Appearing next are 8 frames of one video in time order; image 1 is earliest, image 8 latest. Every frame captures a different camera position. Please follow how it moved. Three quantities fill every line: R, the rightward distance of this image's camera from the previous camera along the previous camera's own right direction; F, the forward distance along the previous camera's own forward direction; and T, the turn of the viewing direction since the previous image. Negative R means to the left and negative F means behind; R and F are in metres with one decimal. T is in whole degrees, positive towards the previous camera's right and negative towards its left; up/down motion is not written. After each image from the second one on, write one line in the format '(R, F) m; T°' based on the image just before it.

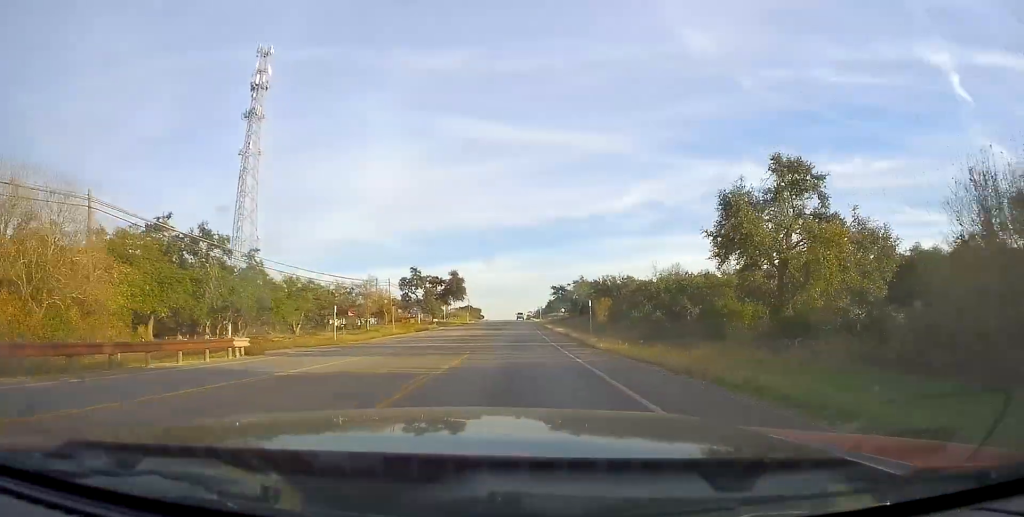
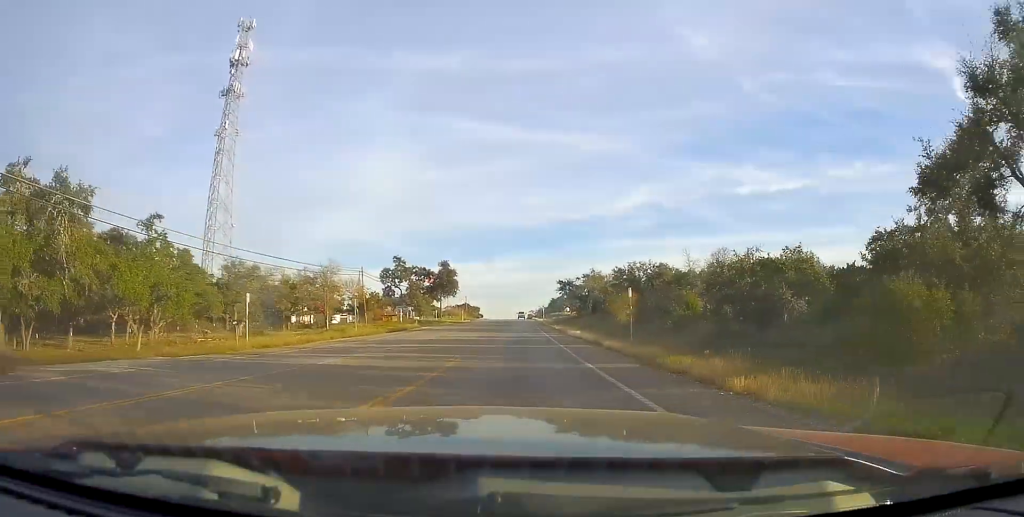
(-0.2, +16.2) m; -1°
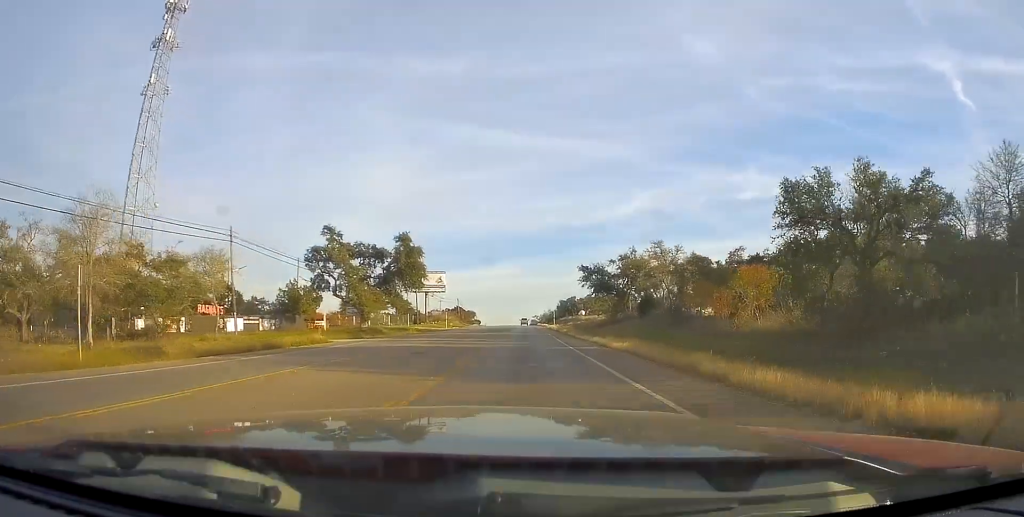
(-0.4, +35.7) m; 0°
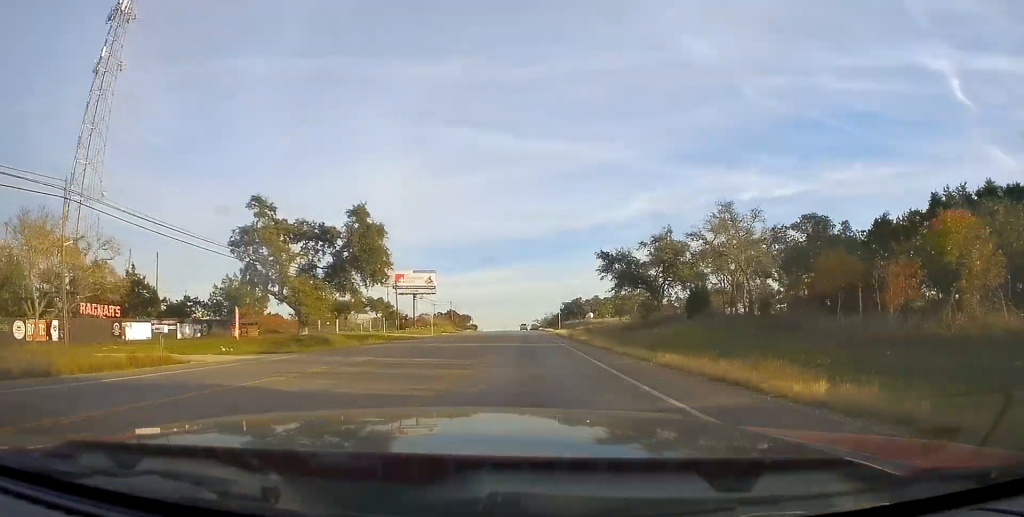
(+0.1, +17.1) m; +1°
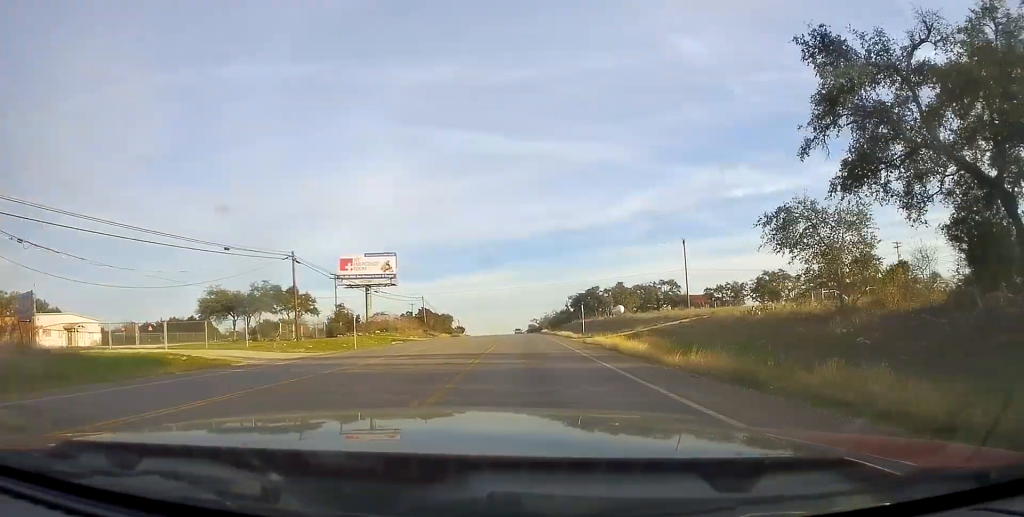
(+0.1, +40.4) m; 0°
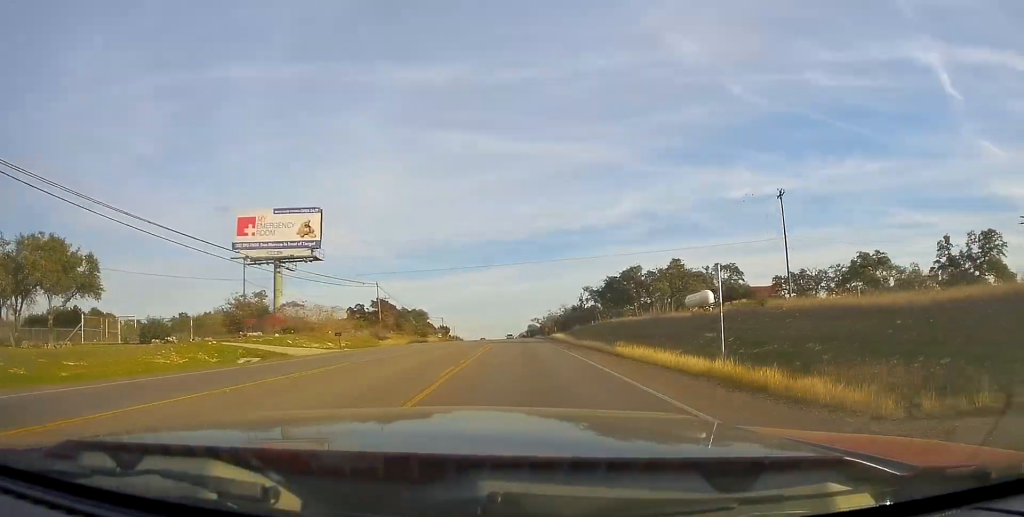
(-0.1, +38.8) m; +1°
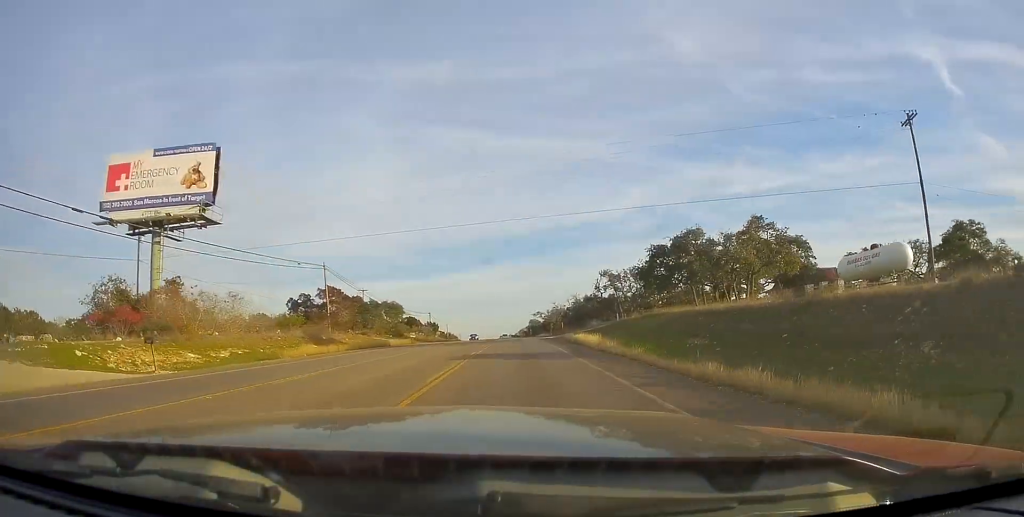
(+0.5, +23.5) m; 0°
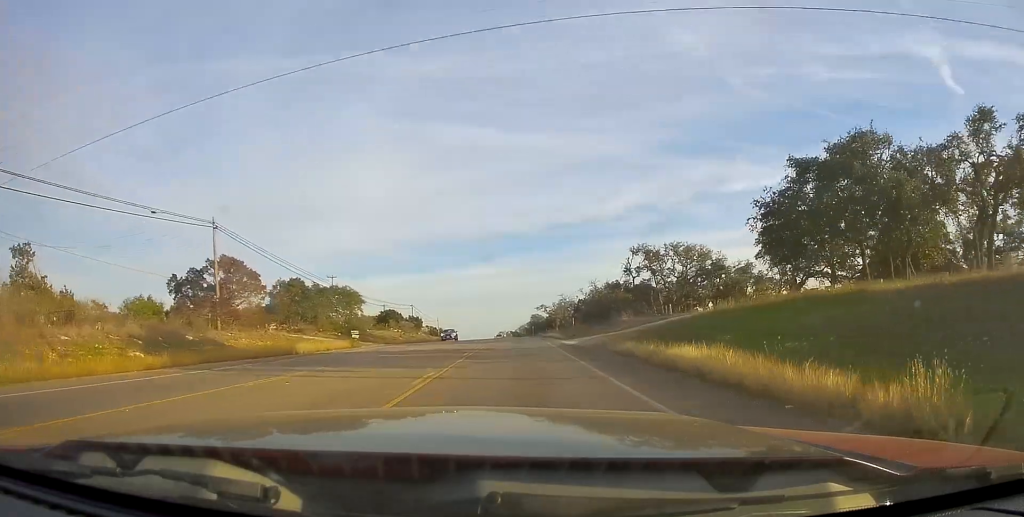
(-0.4, +24.3) m; -1°
